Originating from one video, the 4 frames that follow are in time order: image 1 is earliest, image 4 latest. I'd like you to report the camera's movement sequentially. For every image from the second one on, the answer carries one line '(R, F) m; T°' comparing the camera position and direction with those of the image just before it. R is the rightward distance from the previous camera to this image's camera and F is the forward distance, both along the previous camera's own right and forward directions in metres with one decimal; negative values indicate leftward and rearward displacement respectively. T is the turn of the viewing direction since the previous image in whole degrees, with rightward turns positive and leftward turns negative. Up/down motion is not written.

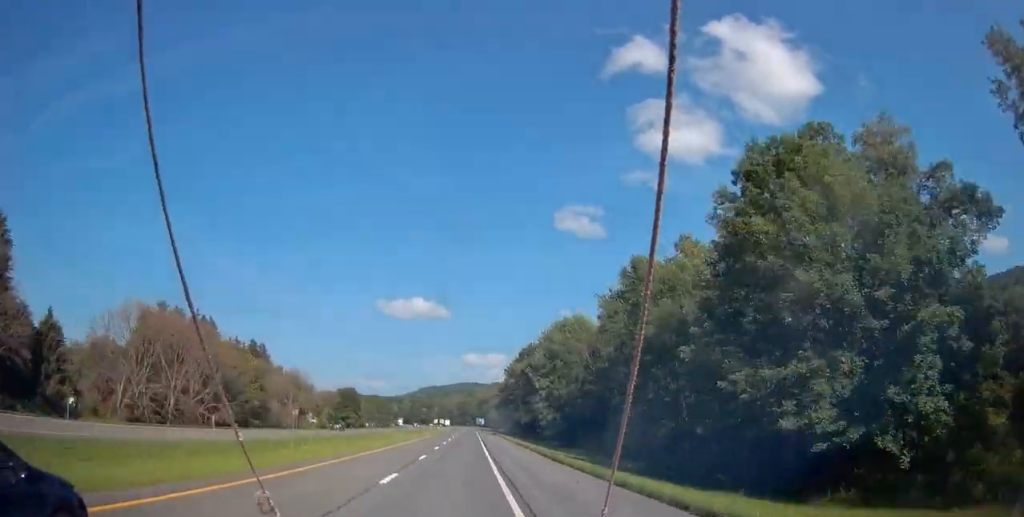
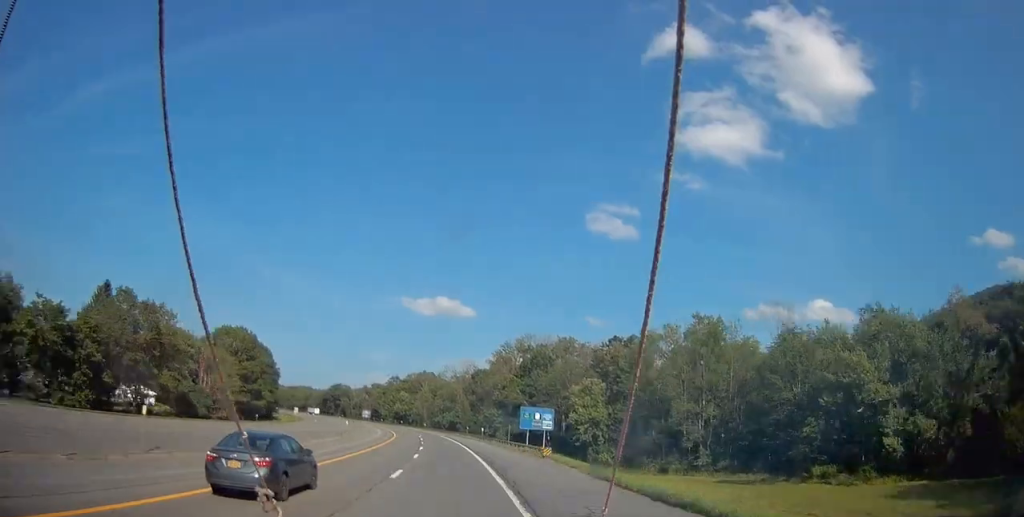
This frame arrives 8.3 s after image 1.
(-8.3, +243.0) m; -8°
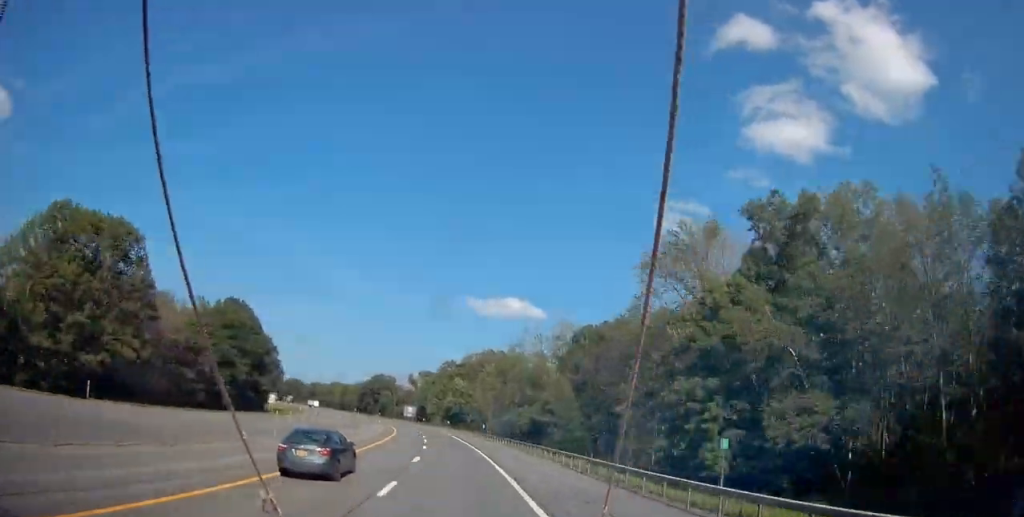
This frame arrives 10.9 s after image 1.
(-3.5, +78.1) m; -6°
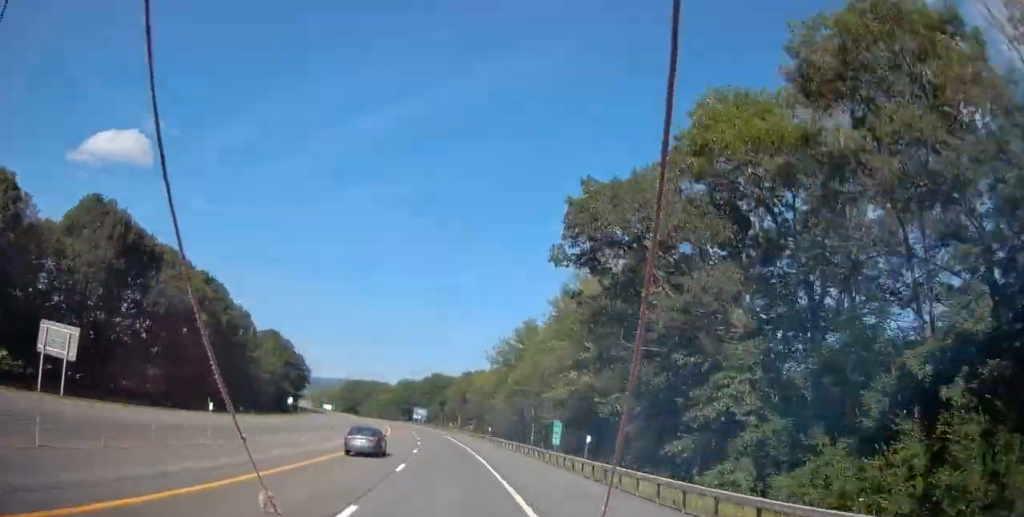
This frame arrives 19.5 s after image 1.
(-46.9, +243.9) m; -22°
